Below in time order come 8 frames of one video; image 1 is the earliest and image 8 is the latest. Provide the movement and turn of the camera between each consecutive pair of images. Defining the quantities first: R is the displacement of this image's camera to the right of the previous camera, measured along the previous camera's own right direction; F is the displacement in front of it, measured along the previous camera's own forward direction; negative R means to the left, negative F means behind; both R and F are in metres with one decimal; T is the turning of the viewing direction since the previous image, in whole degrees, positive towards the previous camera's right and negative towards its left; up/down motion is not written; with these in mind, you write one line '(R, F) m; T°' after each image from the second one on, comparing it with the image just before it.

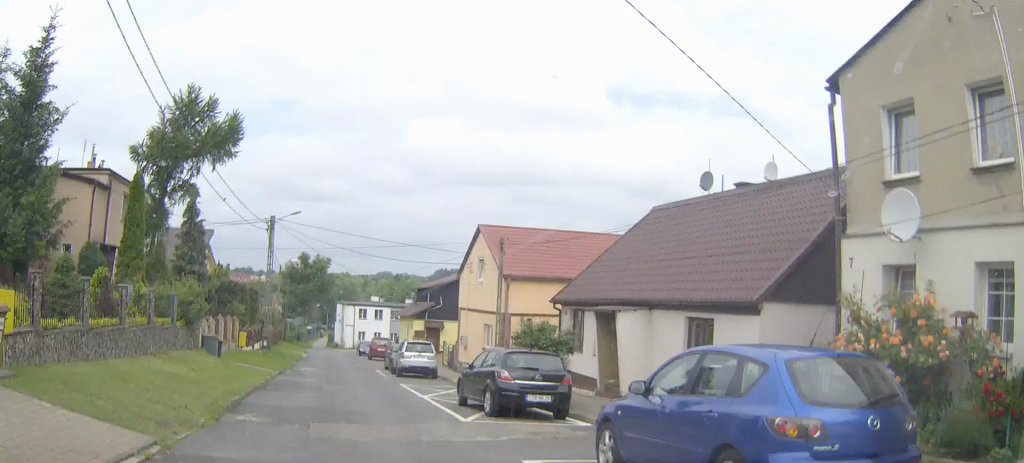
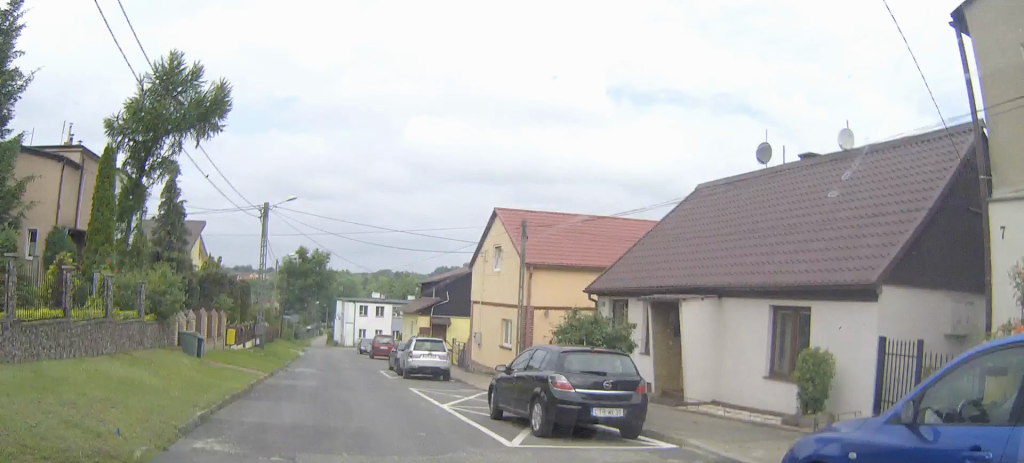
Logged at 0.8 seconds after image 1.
(+0.6, +3.6) m; +7°
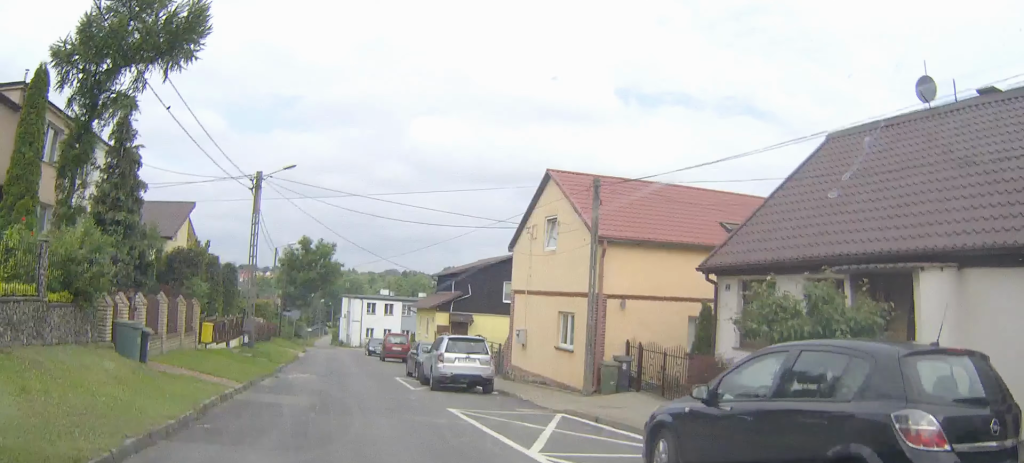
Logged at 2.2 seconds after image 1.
(+0.1, +6.8) m; -2°
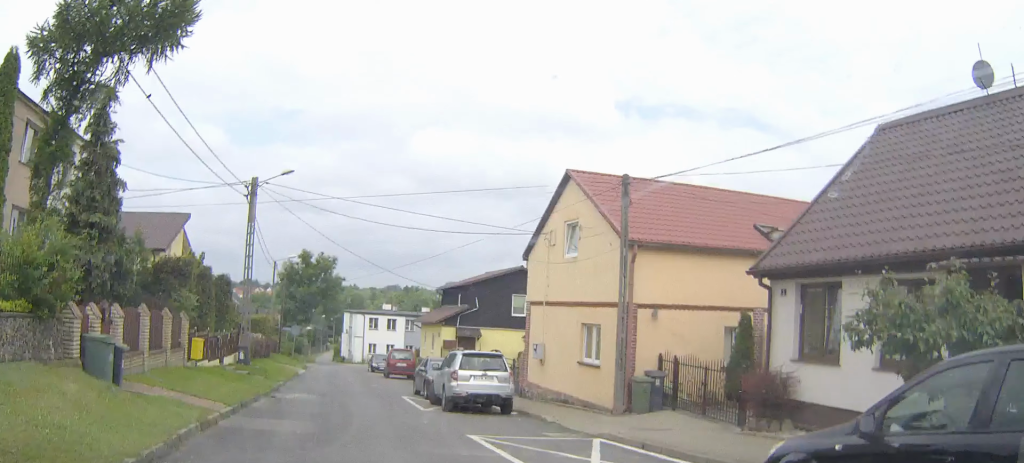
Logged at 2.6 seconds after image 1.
(0.0, +2.1) m; -3°
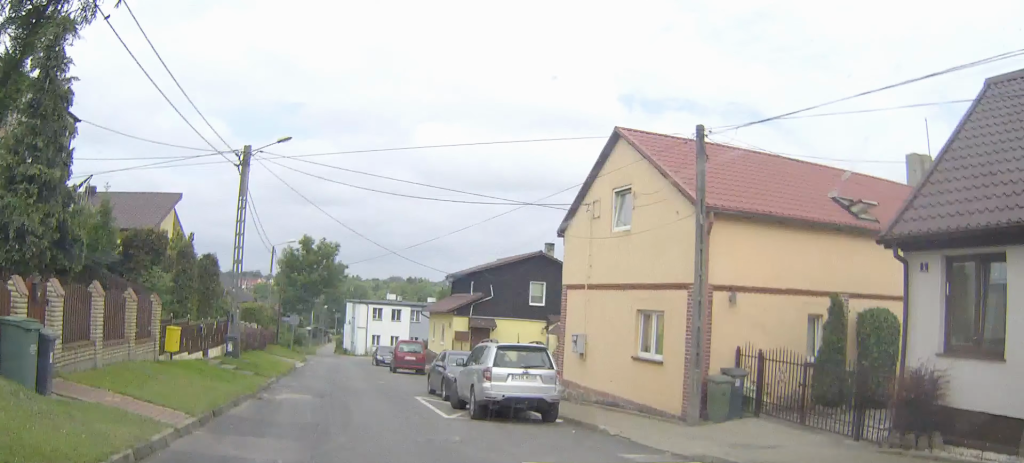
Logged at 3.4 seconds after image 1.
(-0.2, +4.0) m; -3°
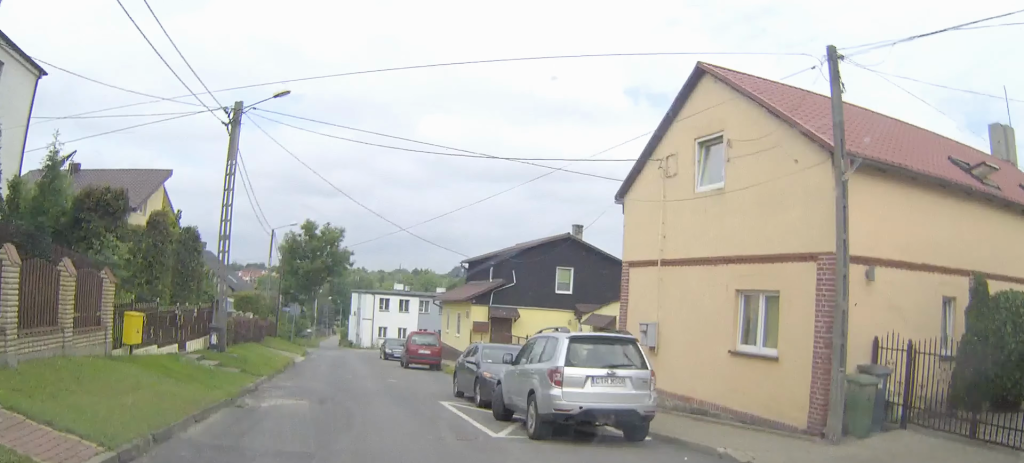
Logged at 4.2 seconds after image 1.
(-0.2, +4.7) m; +1°
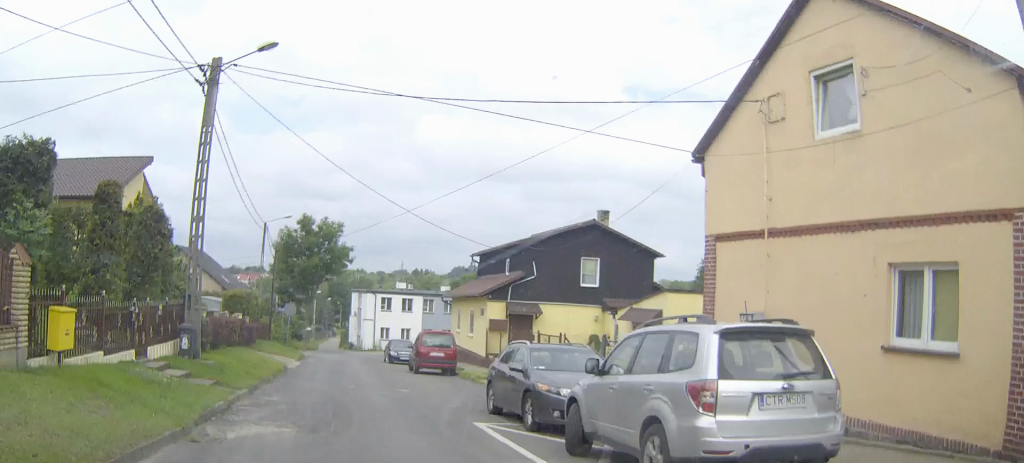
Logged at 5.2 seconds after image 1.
(+0.3, +4.8) m; +5°
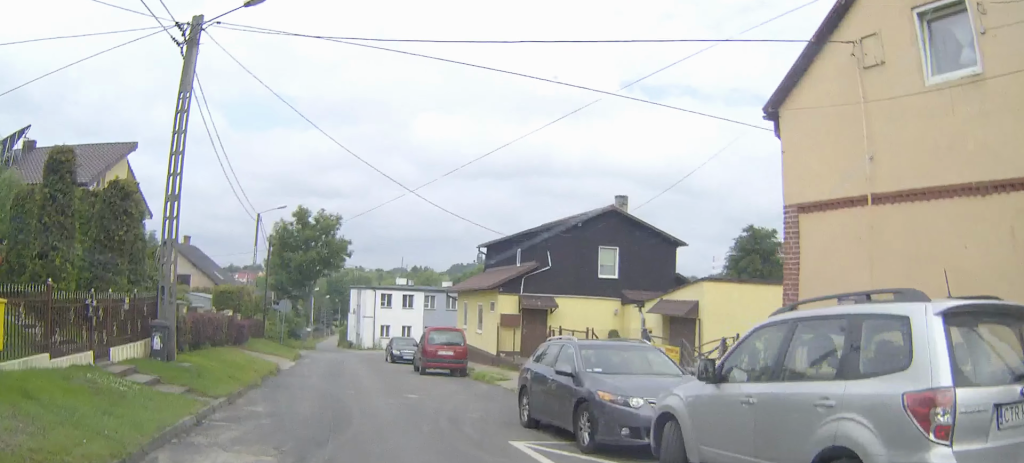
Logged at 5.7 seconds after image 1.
(+0.1, +2.8) m; 0°
